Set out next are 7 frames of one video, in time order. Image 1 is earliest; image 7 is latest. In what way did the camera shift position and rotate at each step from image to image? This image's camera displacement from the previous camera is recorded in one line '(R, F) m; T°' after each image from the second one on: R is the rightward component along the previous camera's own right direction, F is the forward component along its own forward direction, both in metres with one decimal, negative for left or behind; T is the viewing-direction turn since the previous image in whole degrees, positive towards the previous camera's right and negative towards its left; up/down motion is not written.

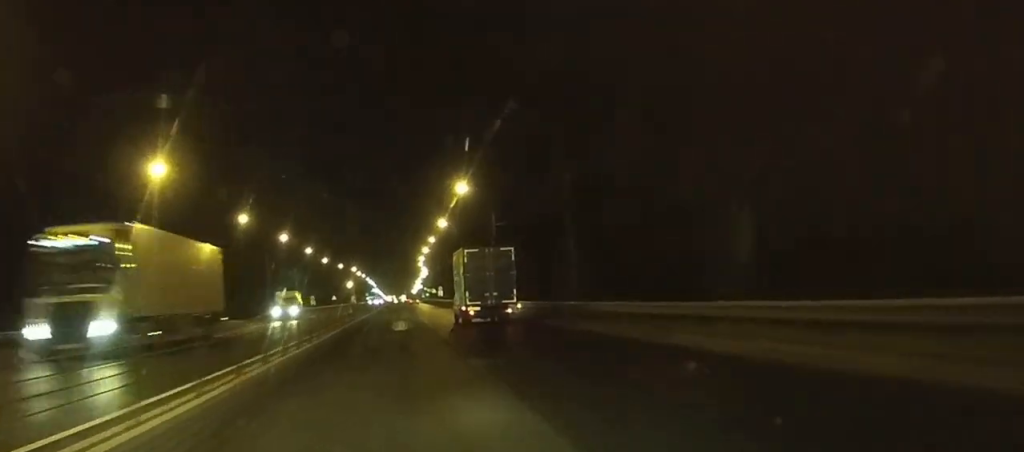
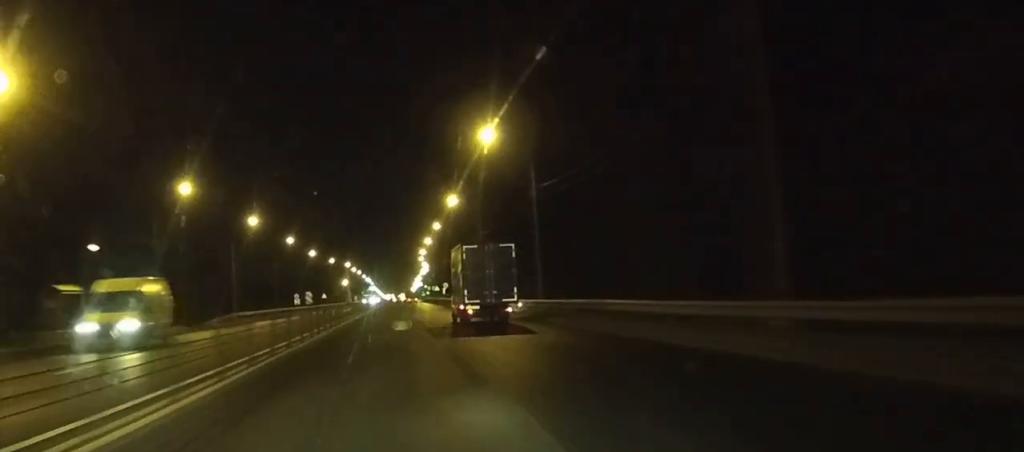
(+0.3, +24.8) m; +1°
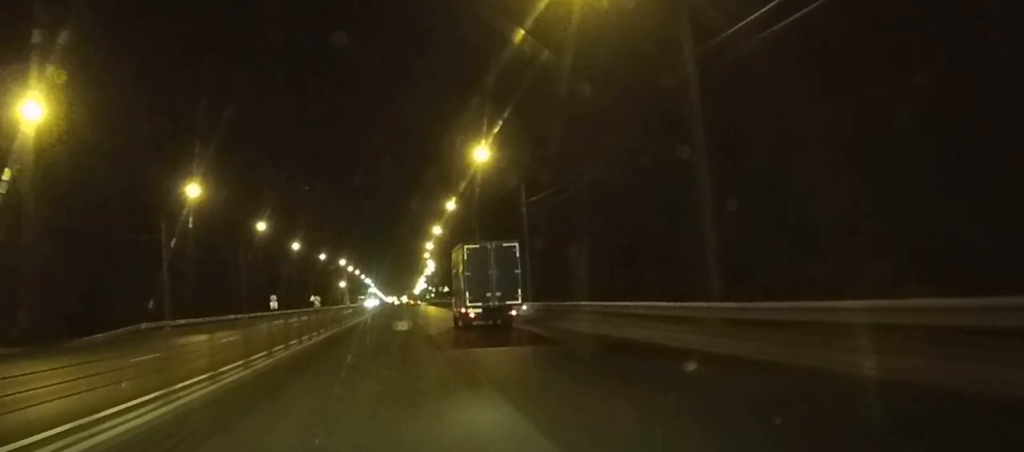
(0.0, +30.1) m; 0°
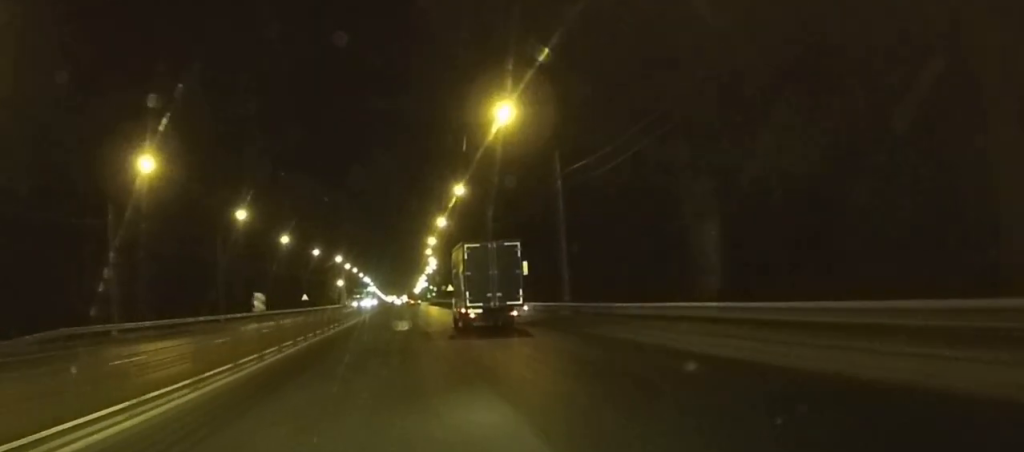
(0.0, +13.2) m; 0°
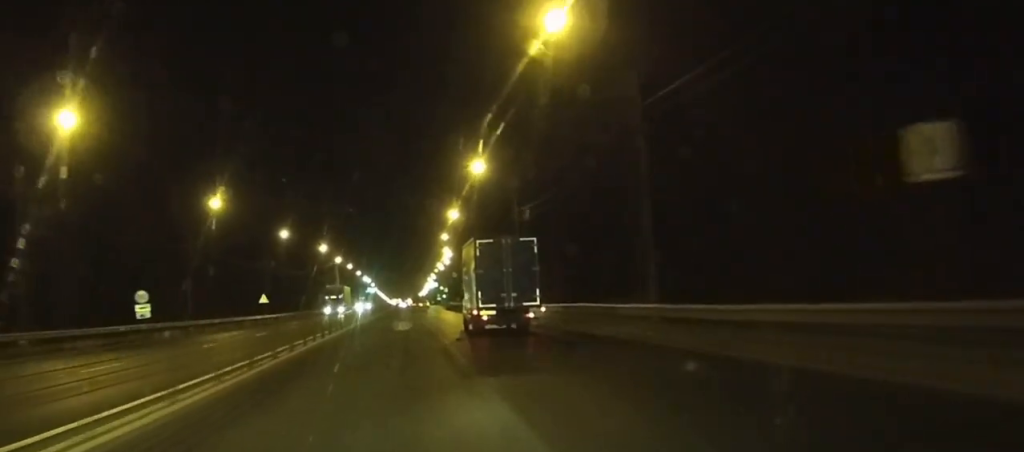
(-0.2, +50.0) m; 0°
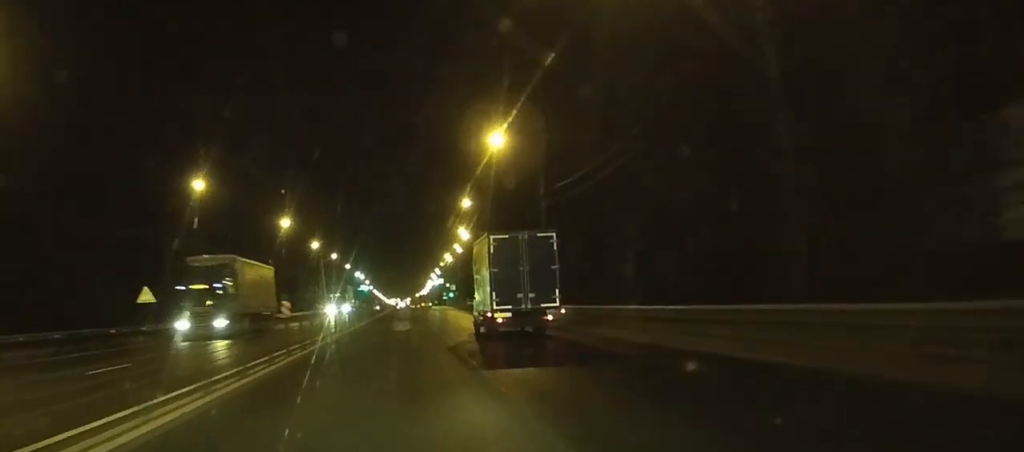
(-0.1, +46.7) m; 0°
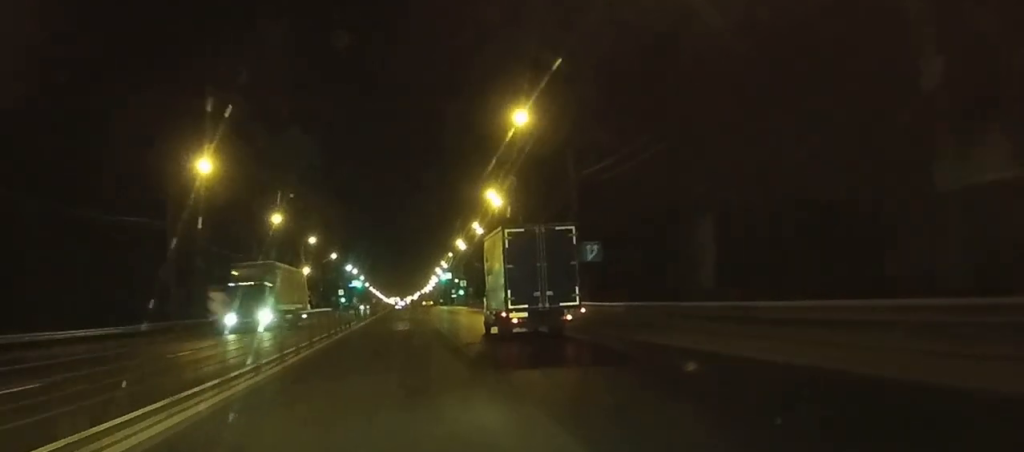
(0.0, +40.8) m; 0°
